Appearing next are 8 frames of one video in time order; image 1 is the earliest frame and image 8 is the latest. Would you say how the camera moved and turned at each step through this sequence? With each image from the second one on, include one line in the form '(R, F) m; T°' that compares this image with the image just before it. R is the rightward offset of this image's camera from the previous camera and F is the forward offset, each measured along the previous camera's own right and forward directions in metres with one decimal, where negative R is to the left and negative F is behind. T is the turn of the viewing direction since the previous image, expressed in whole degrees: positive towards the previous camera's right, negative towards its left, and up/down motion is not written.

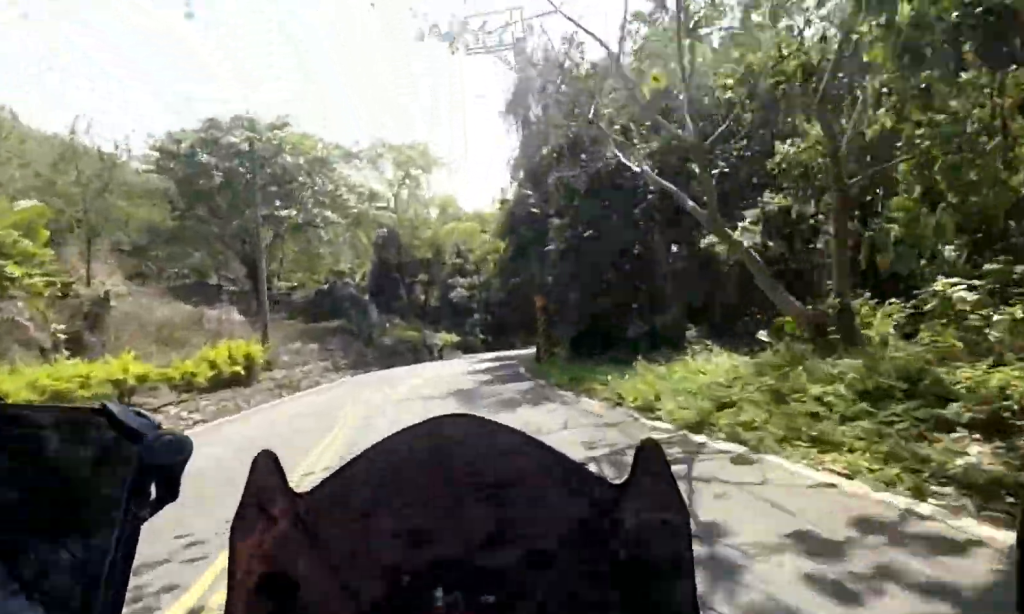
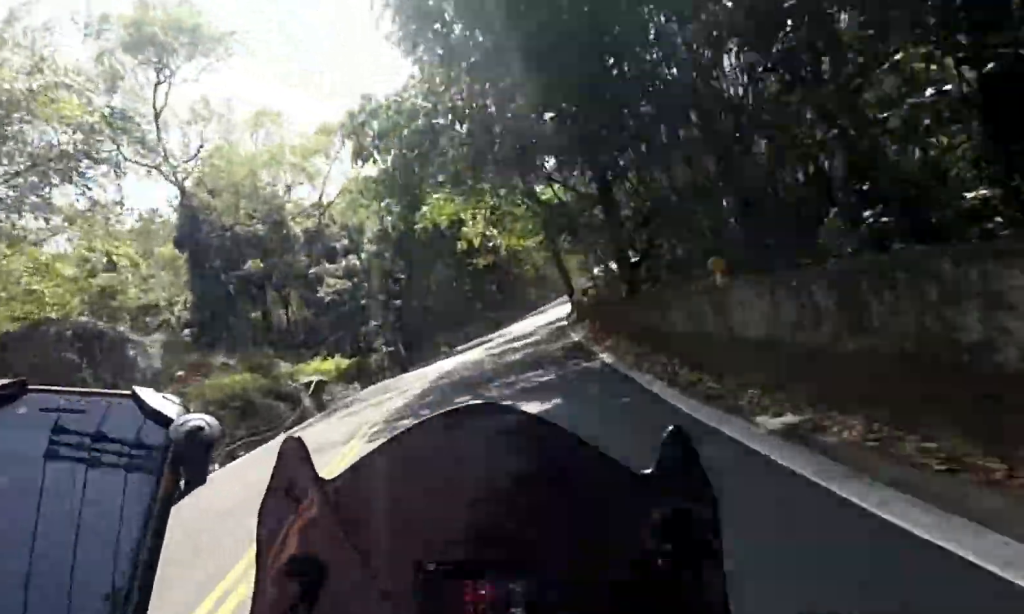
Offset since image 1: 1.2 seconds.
(+0.1, +19.5) m; +8°
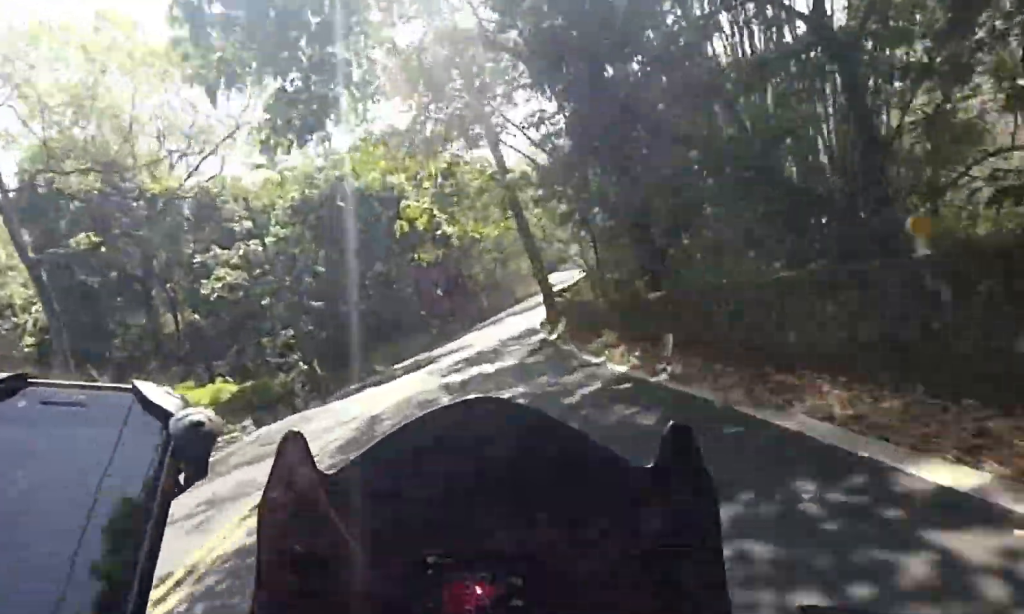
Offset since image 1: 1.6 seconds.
(-0.9, +7.4) m; +6°
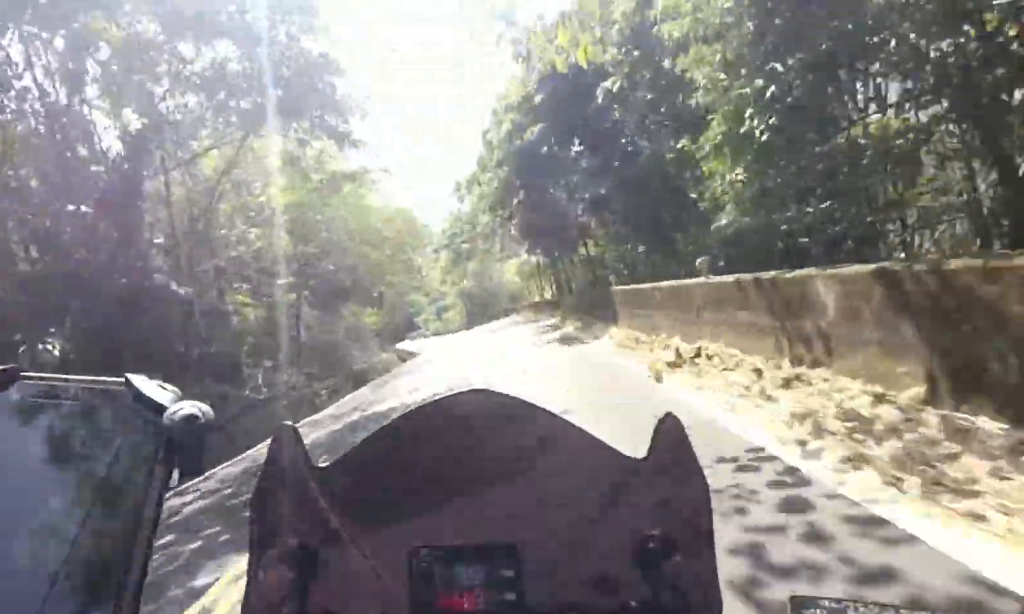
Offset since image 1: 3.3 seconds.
(+6.5, +29.4) m; +17°
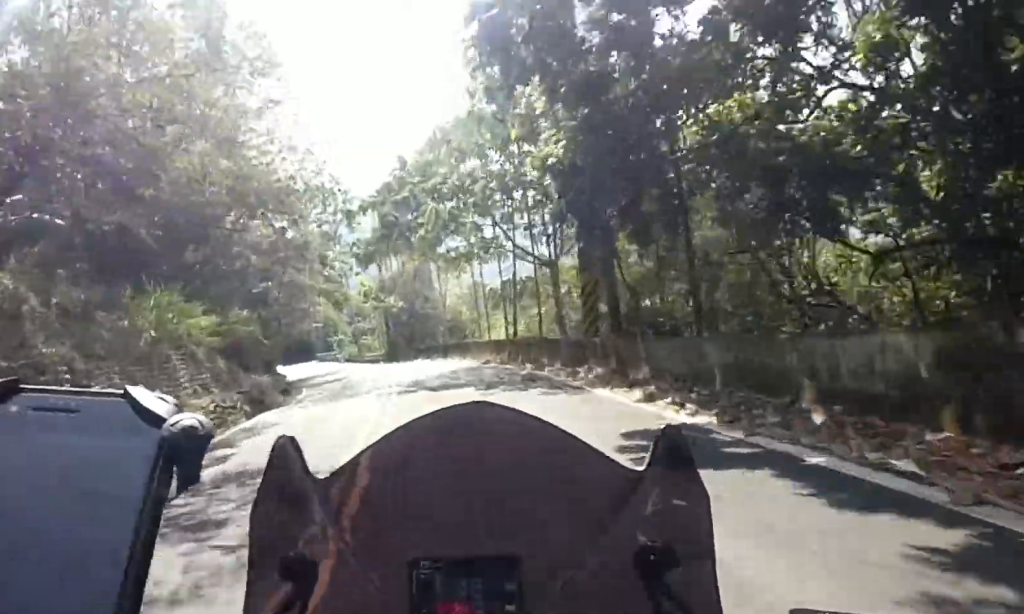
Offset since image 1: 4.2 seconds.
(+1.0, +15.6) m; +2°
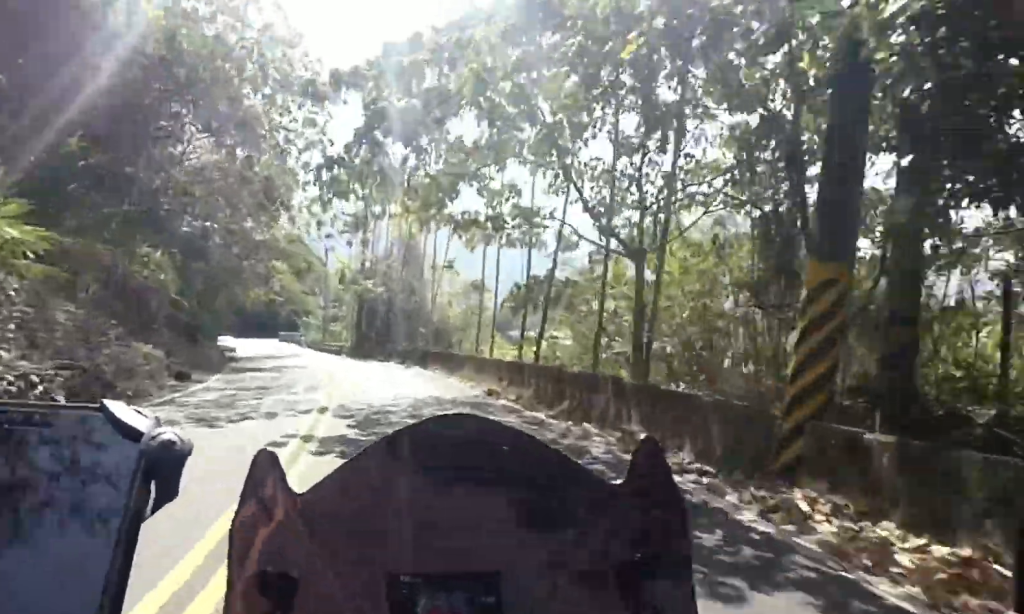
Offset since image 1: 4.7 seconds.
(+0.9, +8.1) m; 0°
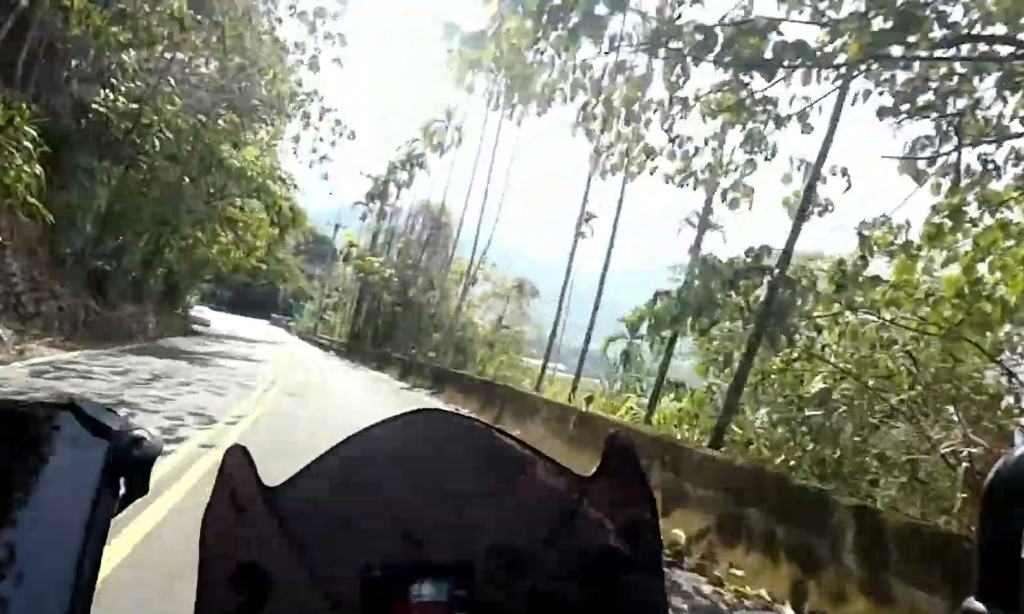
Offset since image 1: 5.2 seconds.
(-0.9, +8.6) m; -3°
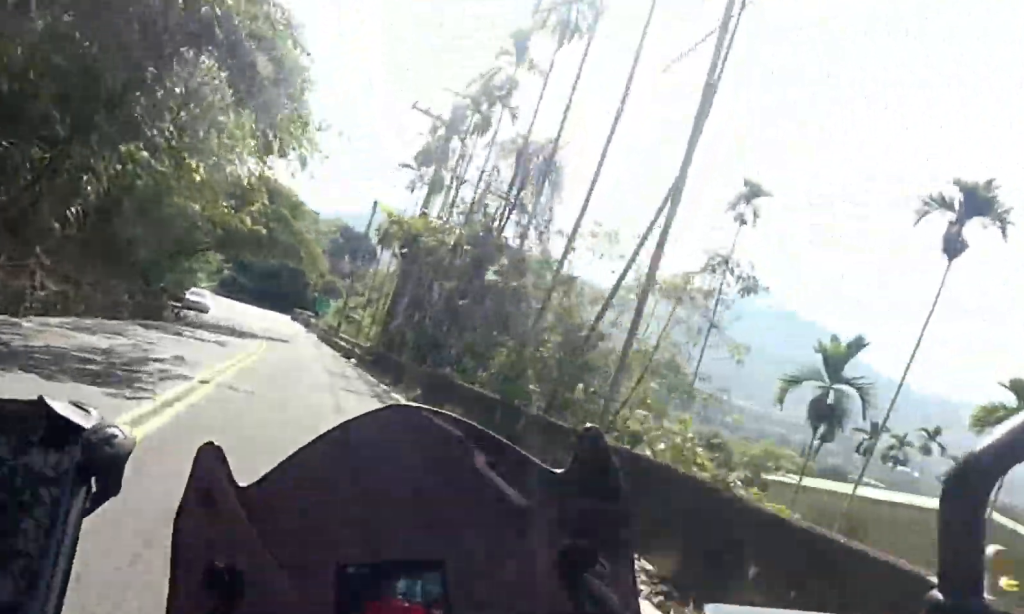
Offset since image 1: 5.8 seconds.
(-0.6, +10.6) m; -4°
